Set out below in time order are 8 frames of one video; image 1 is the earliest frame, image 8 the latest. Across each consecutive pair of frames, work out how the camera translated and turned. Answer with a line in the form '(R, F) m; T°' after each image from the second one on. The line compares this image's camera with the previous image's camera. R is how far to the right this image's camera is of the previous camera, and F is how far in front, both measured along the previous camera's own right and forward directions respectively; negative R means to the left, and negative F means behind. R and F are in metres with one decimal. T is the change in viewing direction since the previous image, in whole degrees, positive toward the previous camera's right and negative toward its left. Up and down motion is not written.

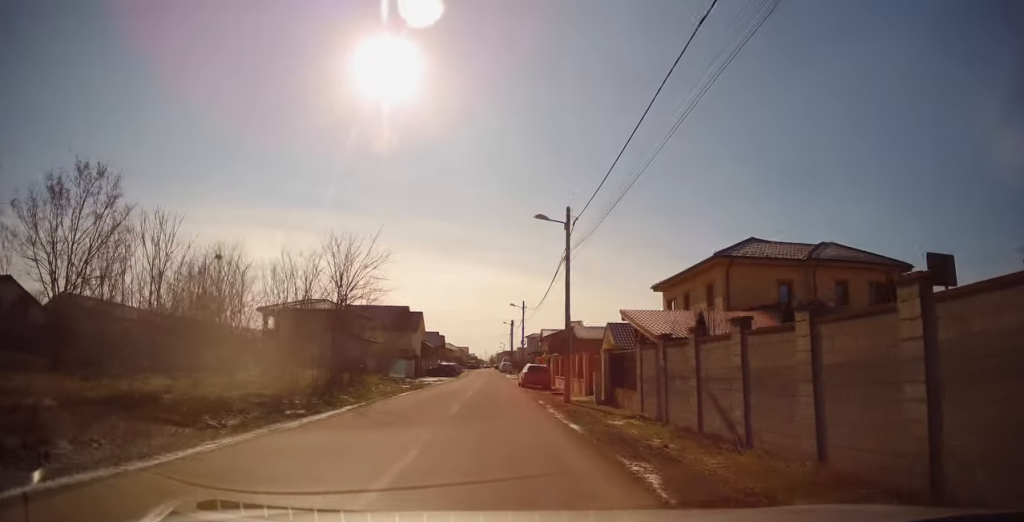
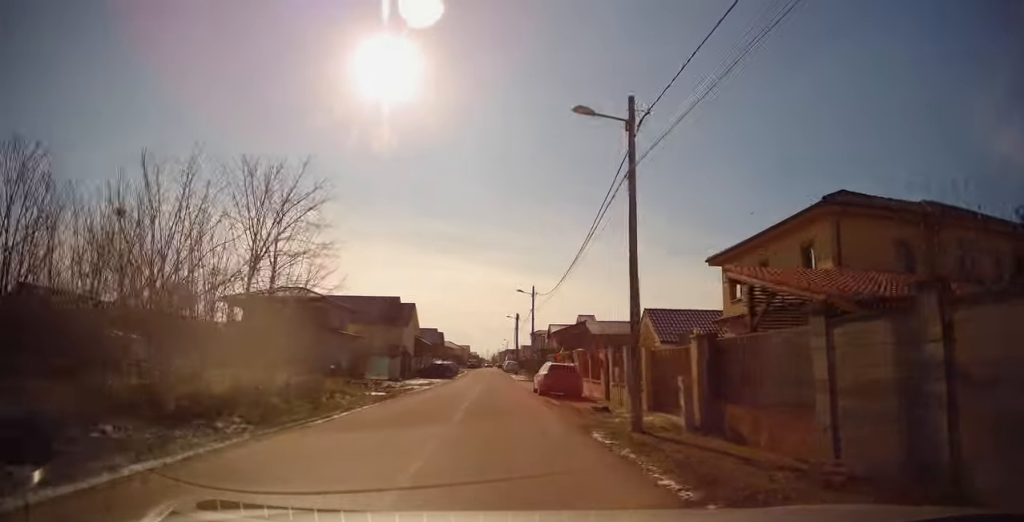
(0.0, +8.5) m; +1°
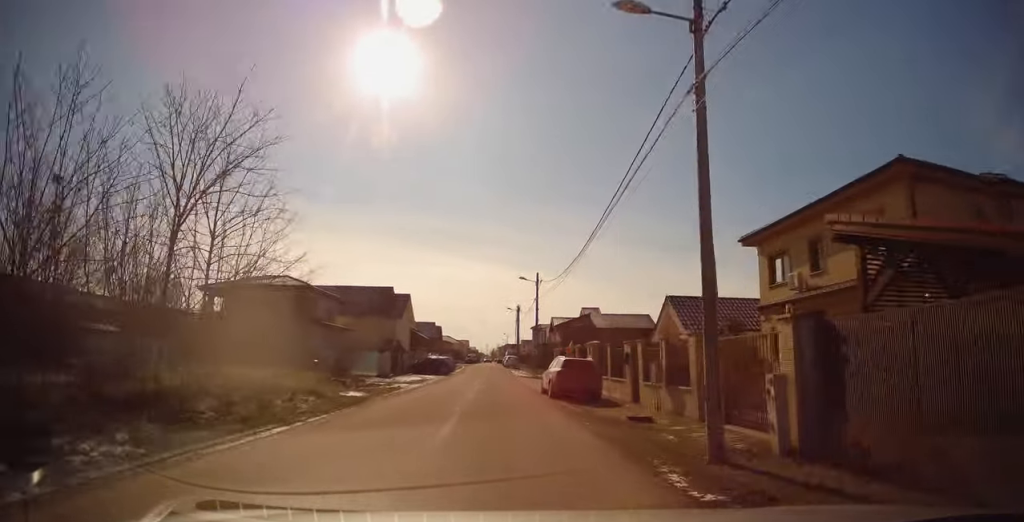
(+0.1, +3.7) m; +1°
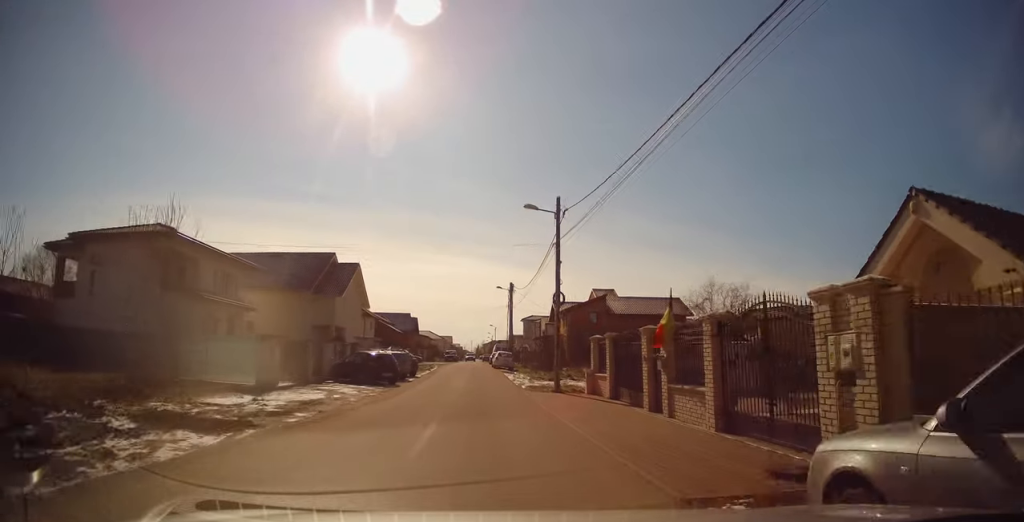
(+0.1, +18.0) m; 0°
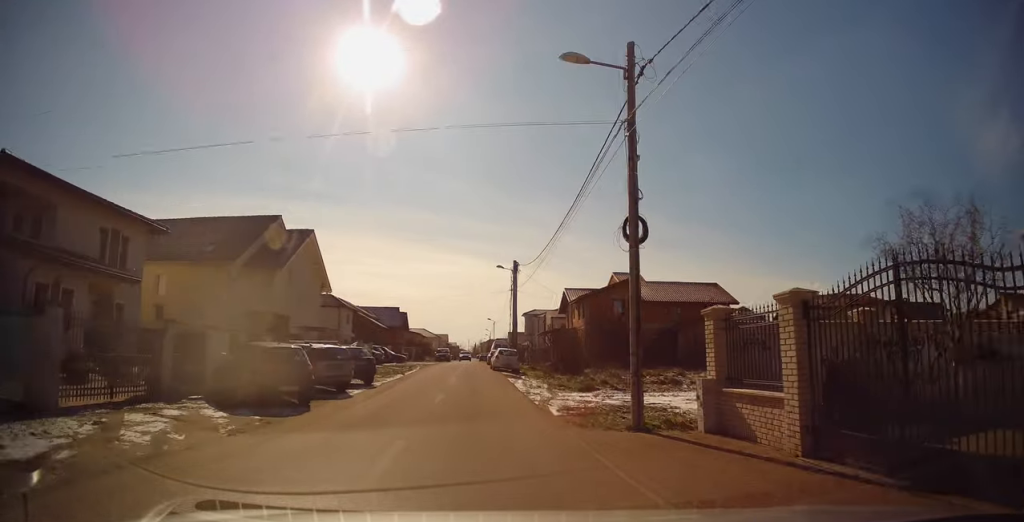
(-0.1, +11.5) m; +2°
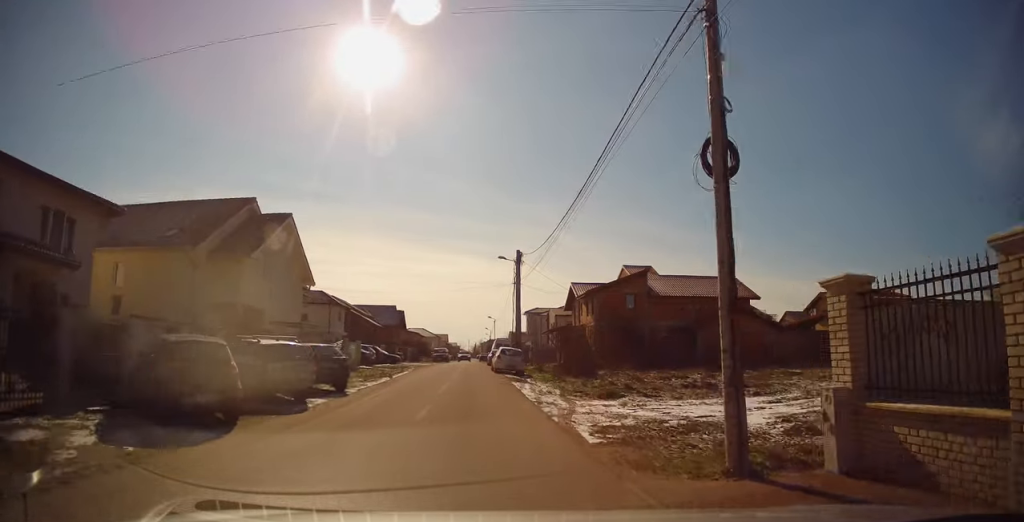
(+0.1, +3.8) m; +1°
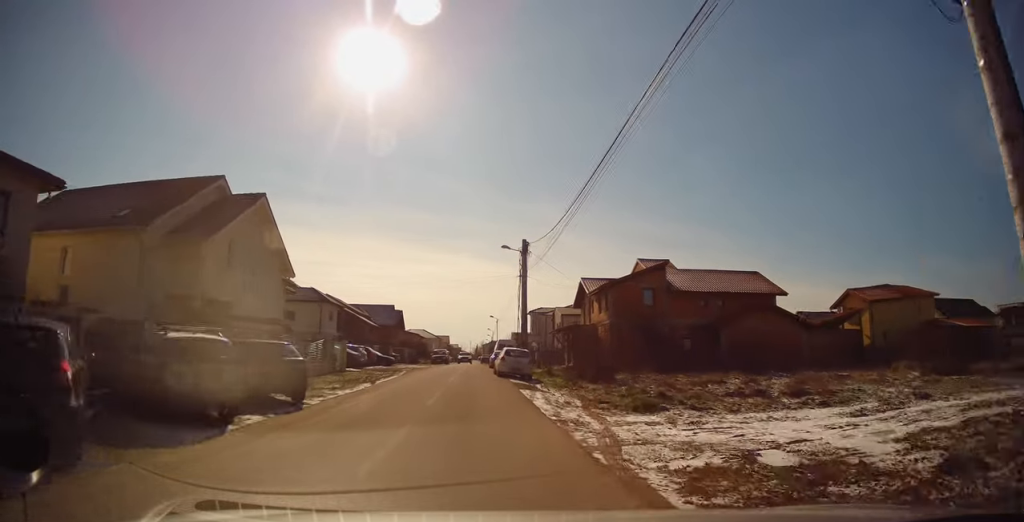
(+0.2, +4.0) m; +1°
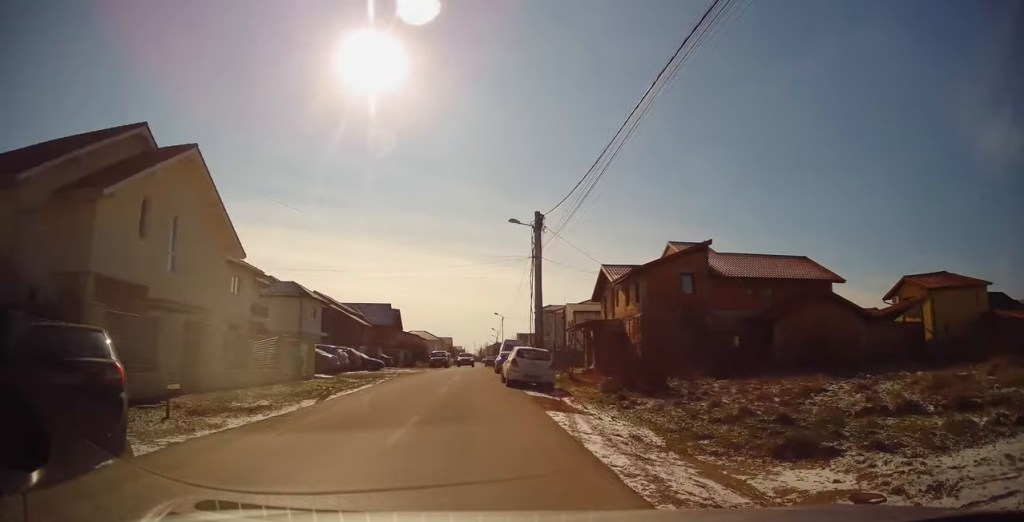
(-0.1, +6.9) m; -2°
